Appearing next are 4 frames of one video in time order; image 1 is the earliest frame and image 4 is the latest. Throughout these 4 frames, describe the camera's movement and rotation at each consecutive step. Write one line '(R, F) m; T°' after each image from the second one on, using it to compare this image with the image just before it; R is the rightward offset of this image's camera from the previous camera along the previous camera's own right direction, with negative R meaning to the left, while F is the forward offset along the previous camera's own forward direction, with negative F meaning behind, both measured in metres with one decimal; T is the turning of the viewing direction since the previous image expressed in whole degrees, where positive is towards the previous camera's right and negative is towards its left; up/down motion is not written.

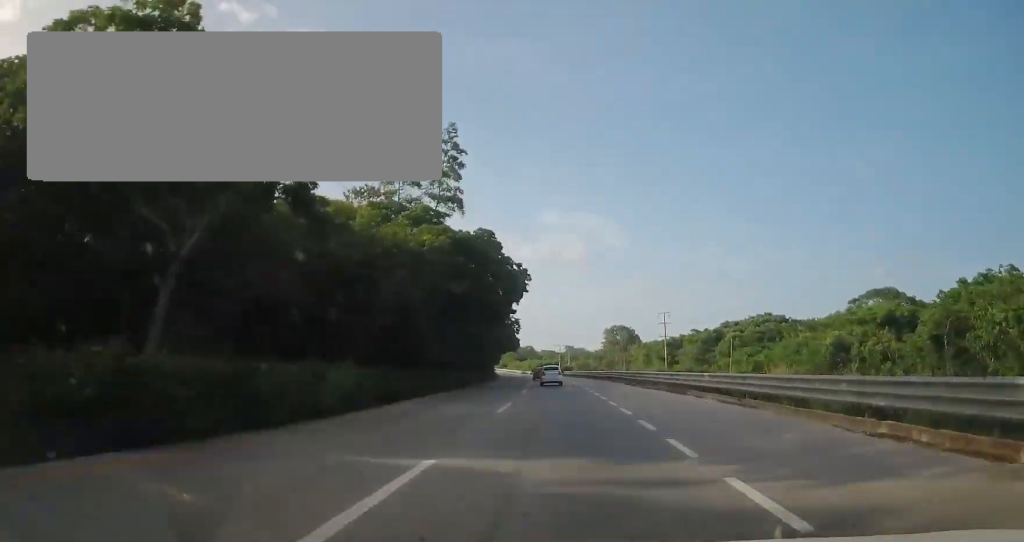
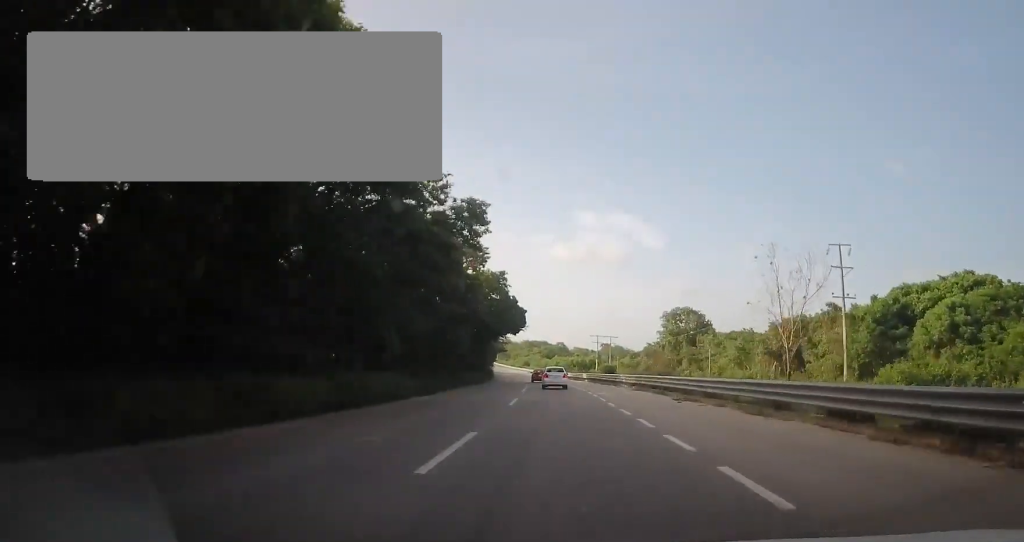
(-1.2, +56.0) m; -2°
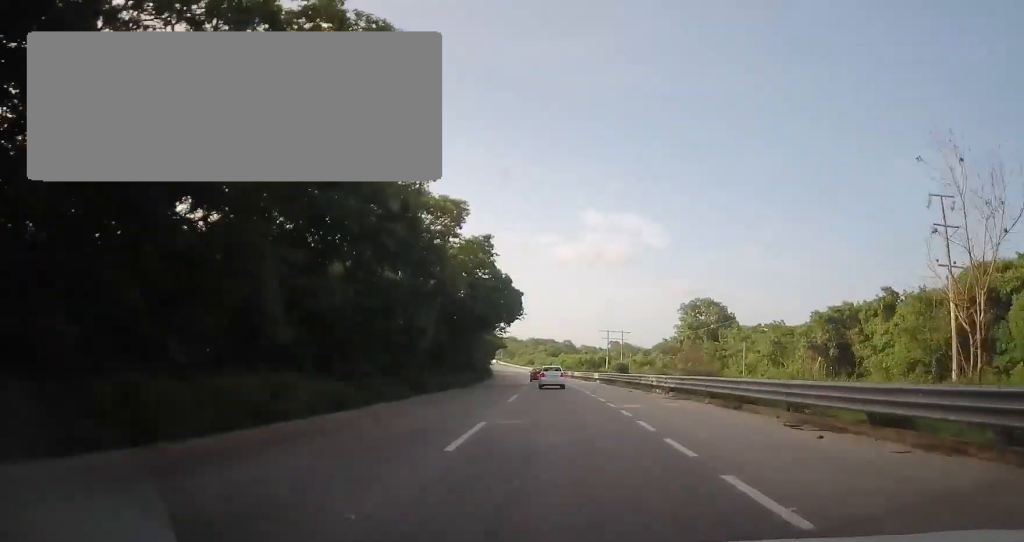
(0.0, +12.8) m; -1°
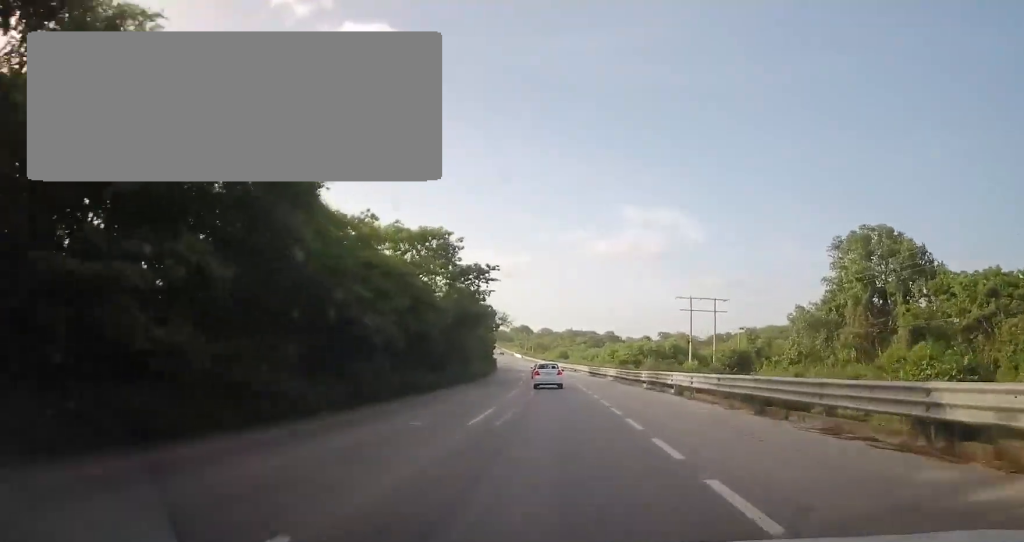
(-2.0, +56.0) m; -4°
